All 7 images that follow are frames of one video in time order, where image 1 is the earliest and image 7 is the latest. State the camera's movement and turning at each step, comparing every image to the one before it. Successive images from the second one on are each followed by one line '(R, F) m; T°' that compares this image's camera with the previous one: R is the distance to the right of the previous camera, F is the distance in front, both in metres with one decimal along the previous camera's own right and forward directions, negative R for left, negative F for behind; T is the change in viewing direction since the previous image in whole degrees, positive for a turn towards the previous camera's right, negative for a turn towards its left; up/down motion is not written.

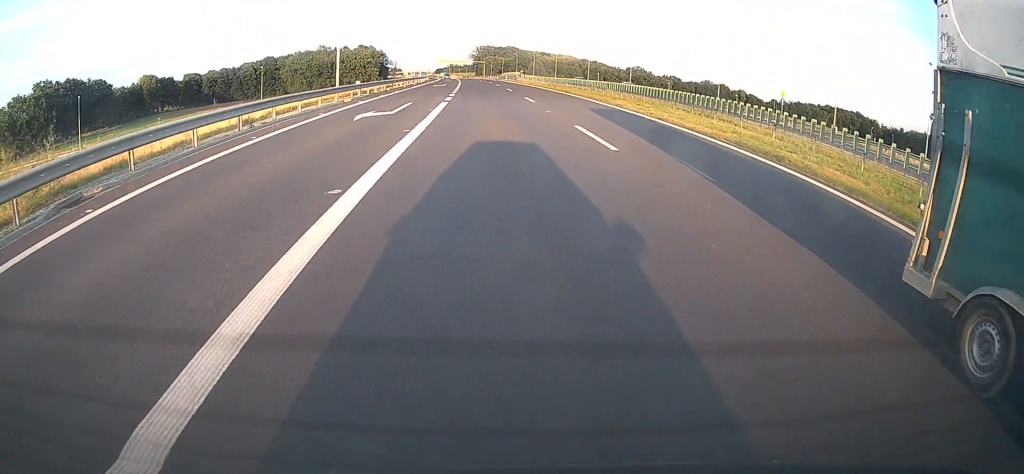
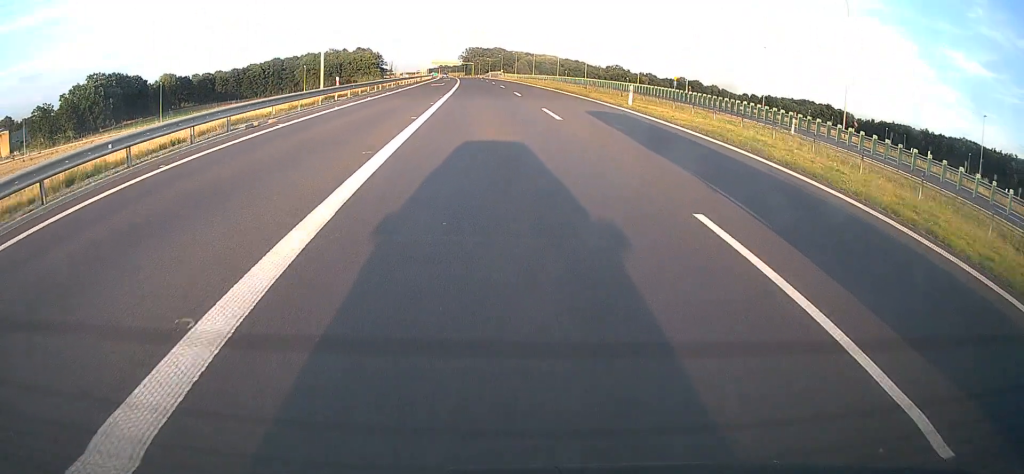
(+0.6, +32.7) m; +1°
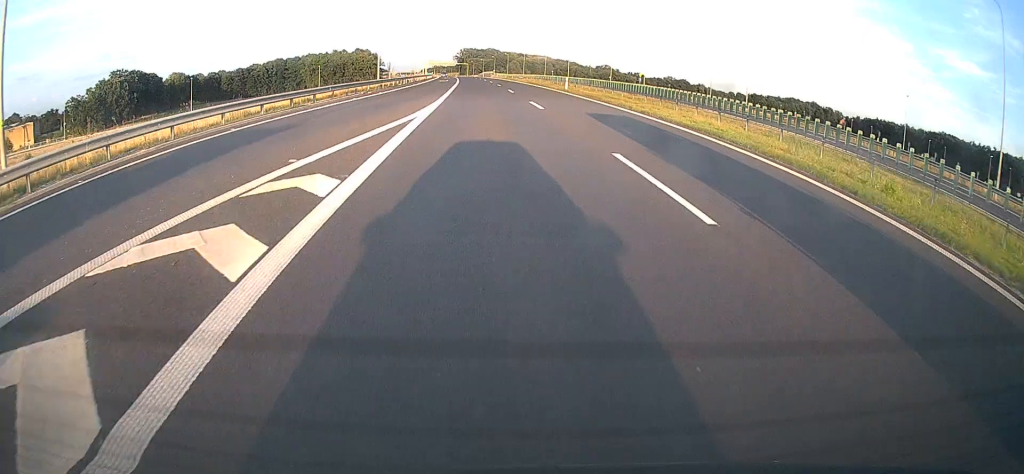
(0.0, +17.3) m; 0°
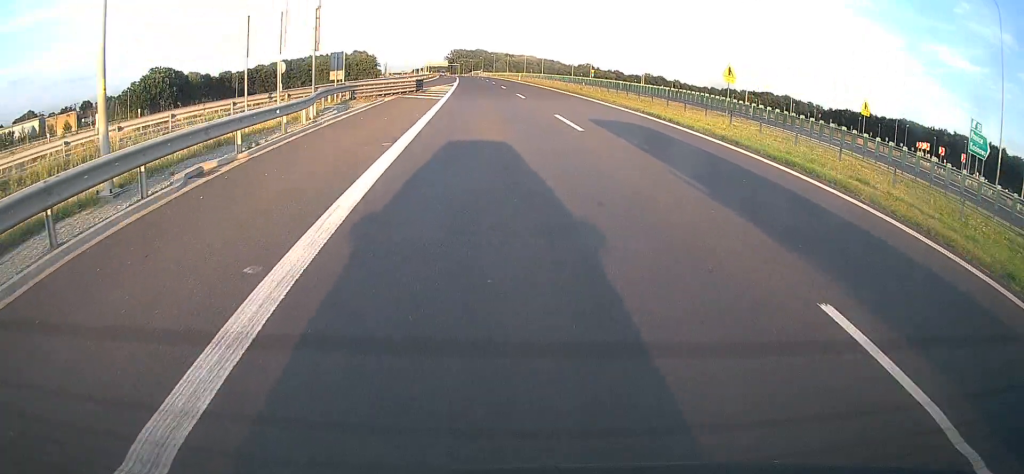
(+0.3, +34.6) m; +1°
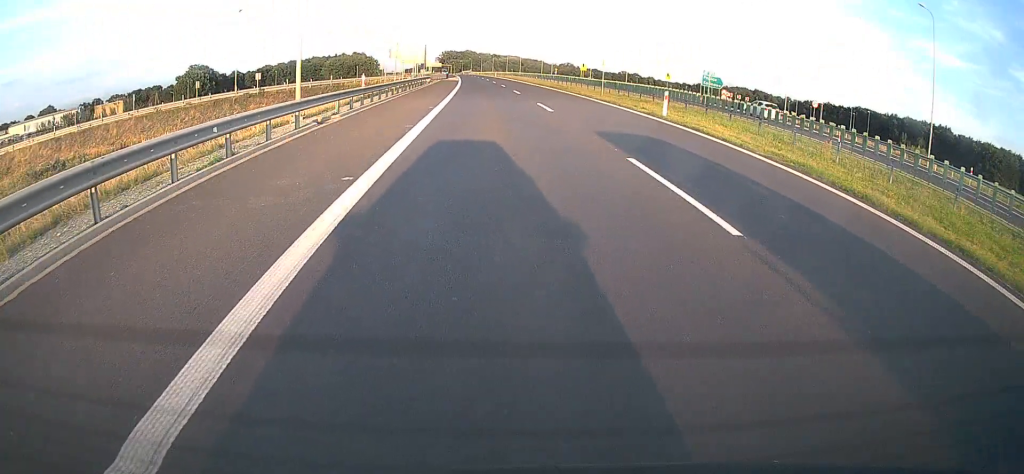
(+0.6, +44.7) m; +2°
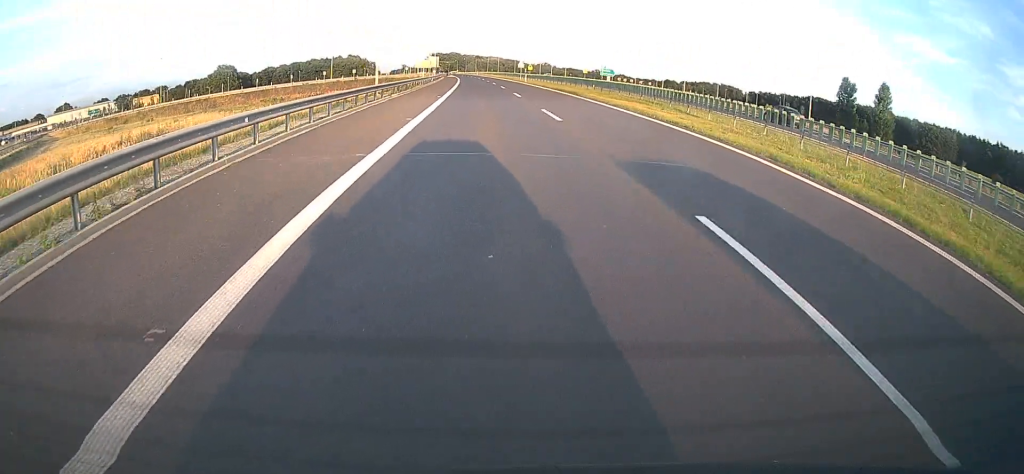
(+0.7, +49.7) m; +2°
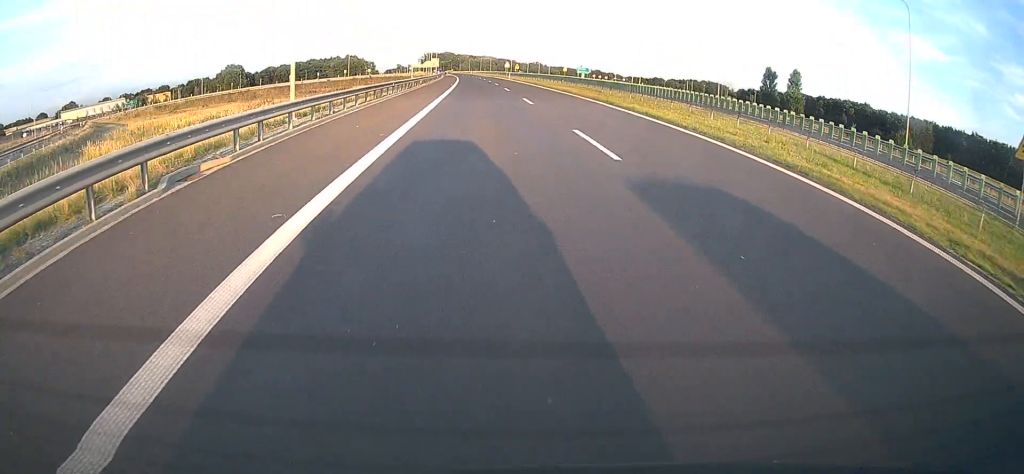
(+0.3, +20.3) m; +1°
